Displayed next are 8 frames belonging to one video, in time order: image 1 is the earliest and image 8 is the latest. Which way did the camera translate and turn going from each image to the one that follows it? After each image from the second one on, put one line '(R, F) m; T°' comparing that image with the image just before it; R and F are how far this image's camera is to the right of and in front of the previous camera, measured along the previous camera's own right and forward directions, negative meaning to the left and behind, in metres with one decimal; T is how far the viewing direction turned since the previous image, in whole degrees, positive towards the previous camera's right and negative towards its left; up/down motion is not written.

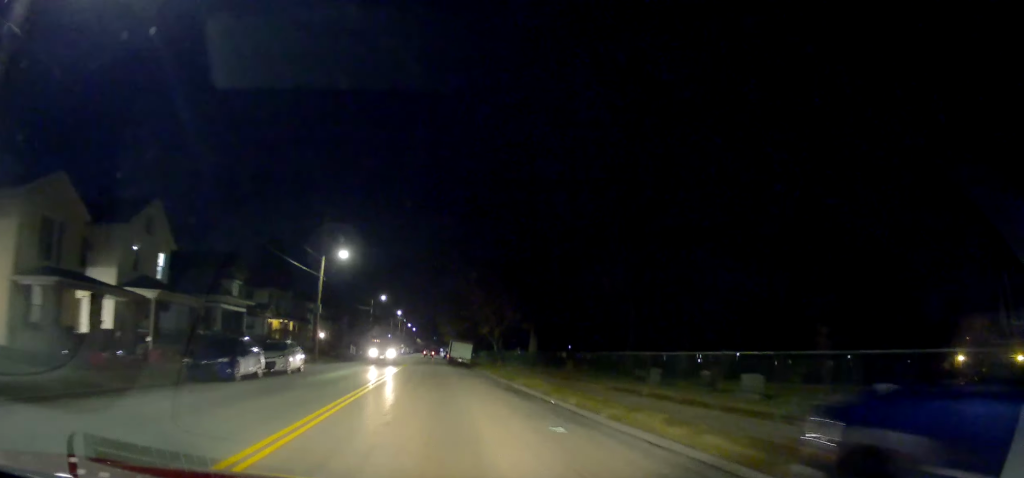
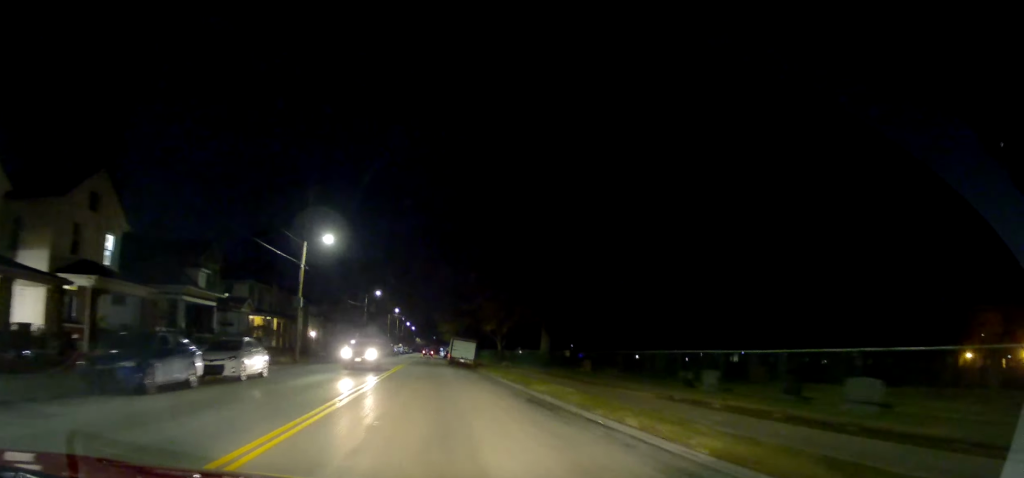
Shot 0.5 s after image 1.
(+0.1, +6.3) m; 0°
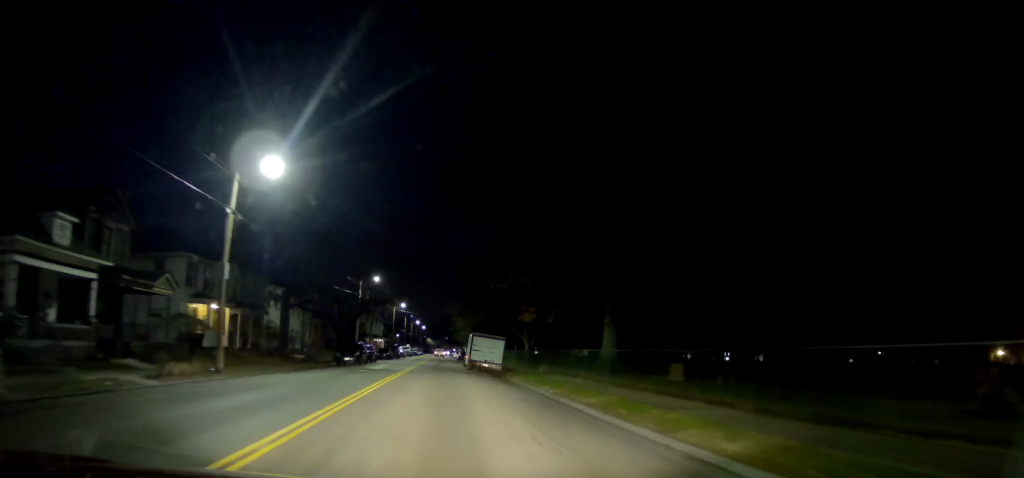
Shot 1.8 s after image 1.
(-0.2, +16.3) m; 0°
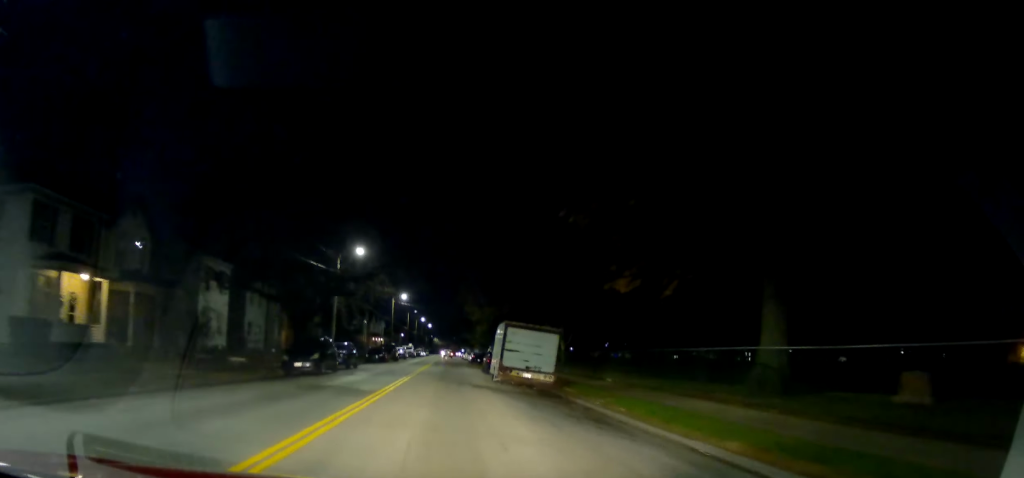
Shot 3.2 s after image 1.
(+0.1, +17.3) m; 0°
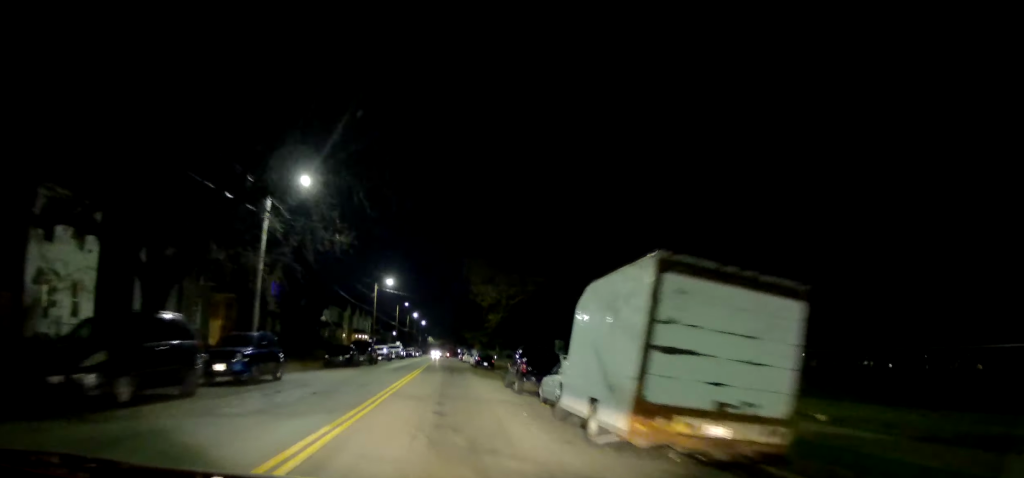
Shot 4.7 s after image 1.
(0.0, +17.7) m; +2°
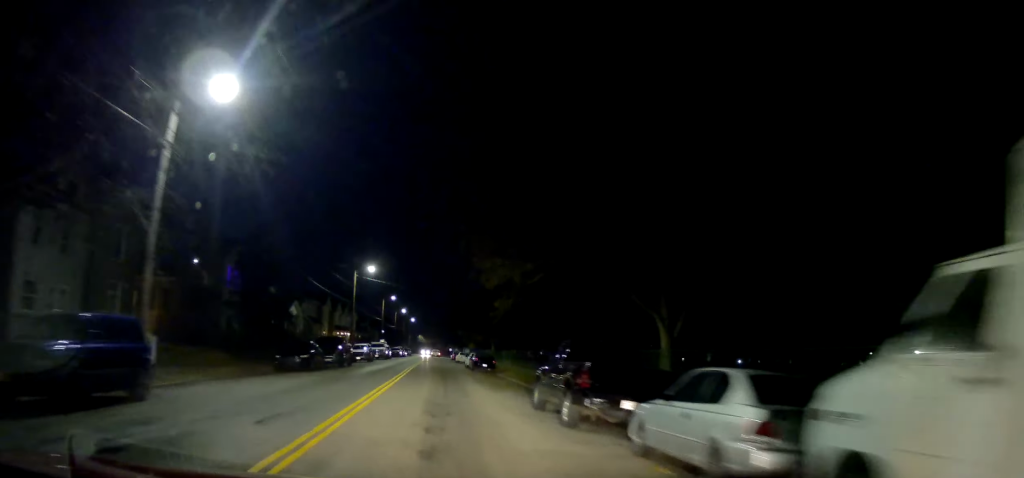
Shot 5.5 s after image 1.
(+0.3, +9.5) m; 0°
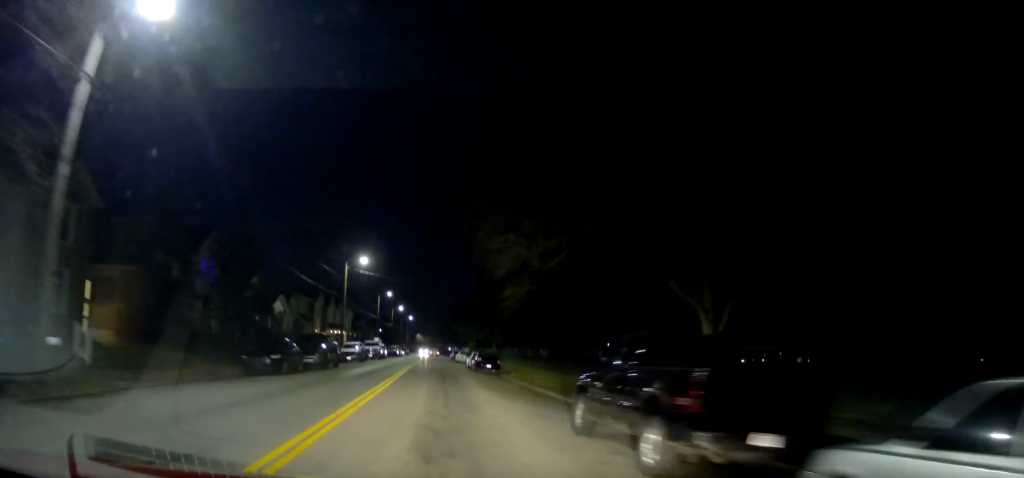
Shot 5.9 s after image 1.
(0.0, +5.2) m; 0°
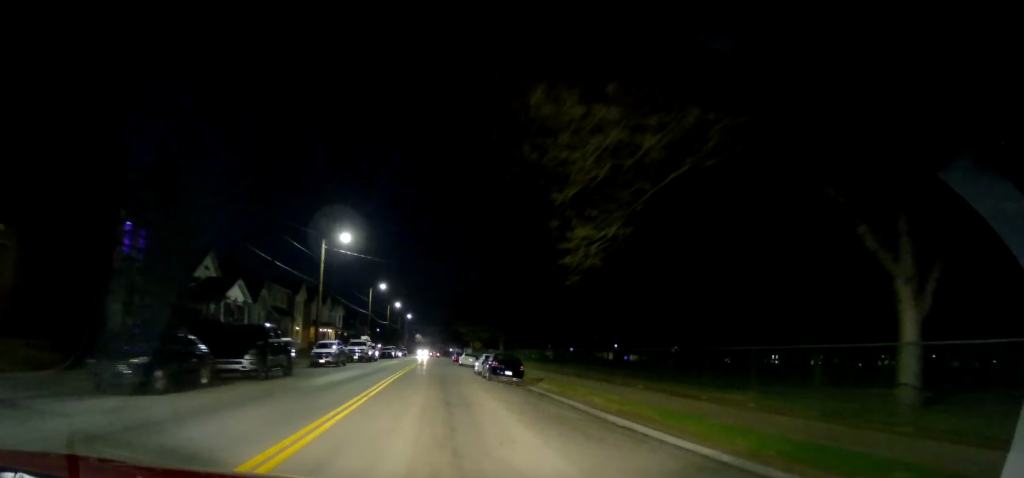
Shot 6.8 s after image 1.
(-0.3, +11.2) m; +1°
